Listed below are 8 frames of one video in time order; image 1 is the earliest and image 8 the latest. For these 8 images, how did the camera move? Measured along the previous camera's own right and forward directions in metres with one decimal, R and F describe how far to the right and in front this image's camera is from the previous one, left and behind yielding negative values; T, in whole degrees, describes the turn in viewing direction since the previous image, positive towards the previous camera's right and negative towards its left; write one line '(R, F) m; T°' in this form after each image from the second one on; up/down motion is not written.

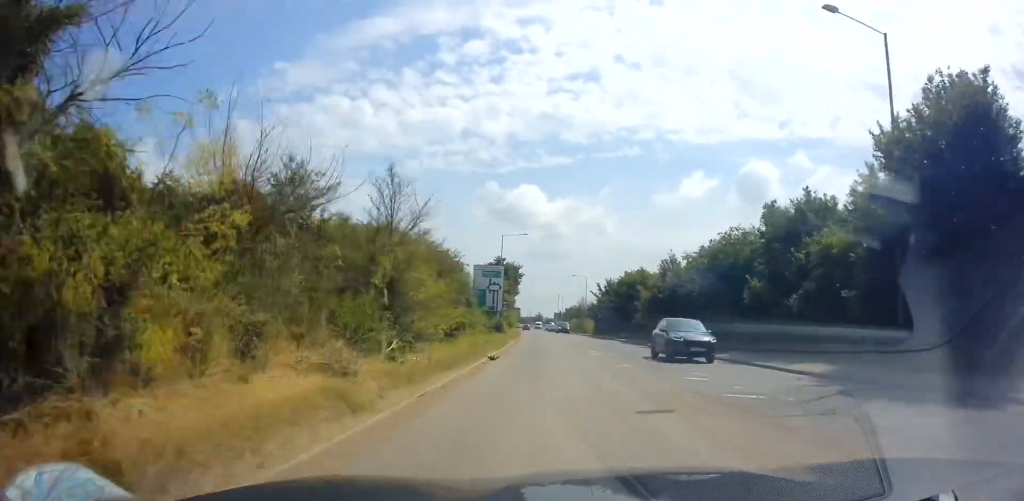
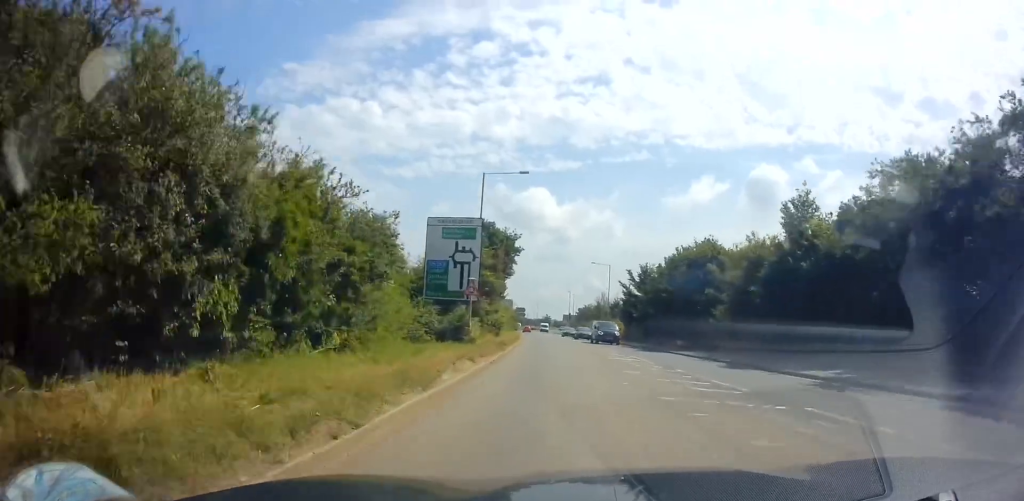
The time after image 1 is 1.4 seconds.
(+0.1, +24.6) m; +1°
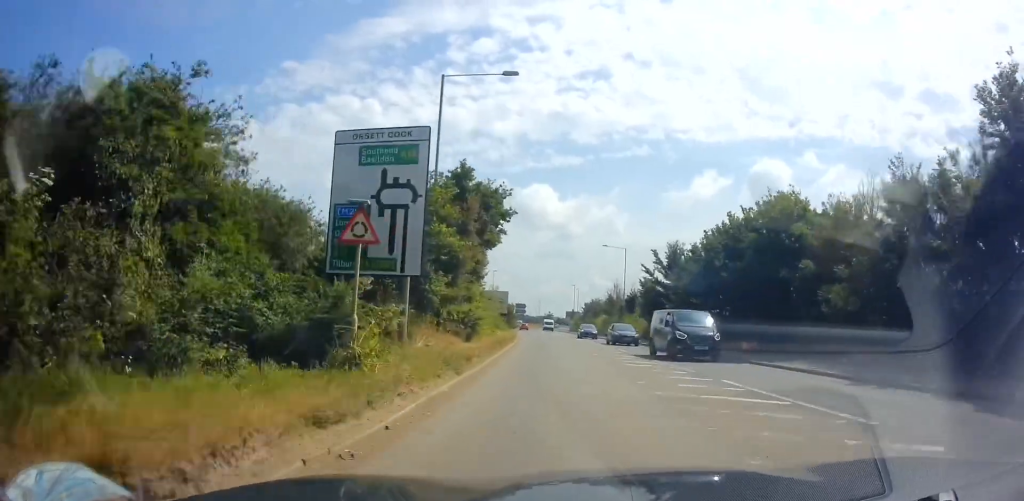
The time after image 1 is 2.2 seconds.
(-0.1, +13.5) m; 0°
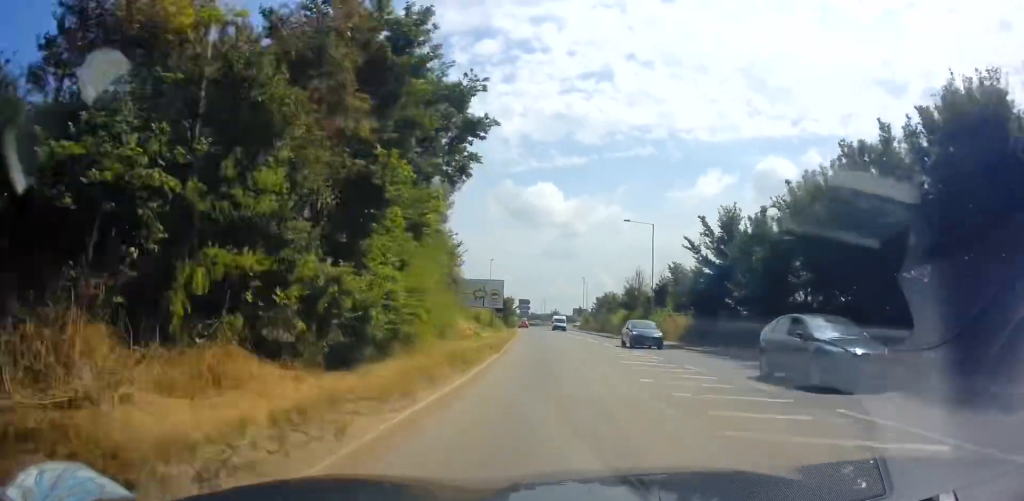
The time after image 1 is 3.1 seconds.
(0.0, +13.9) m; -1°
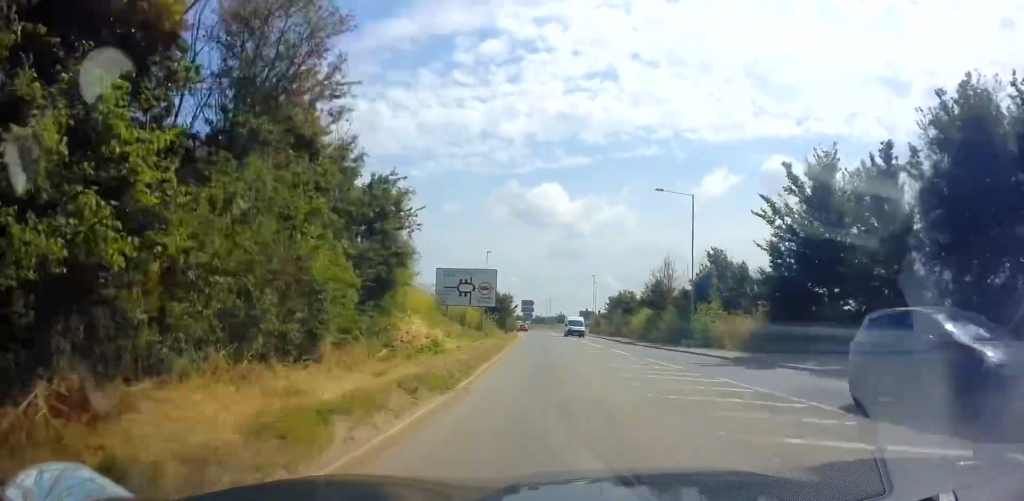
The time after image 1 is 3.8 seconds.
(-0.2, +12.1) m; -1°
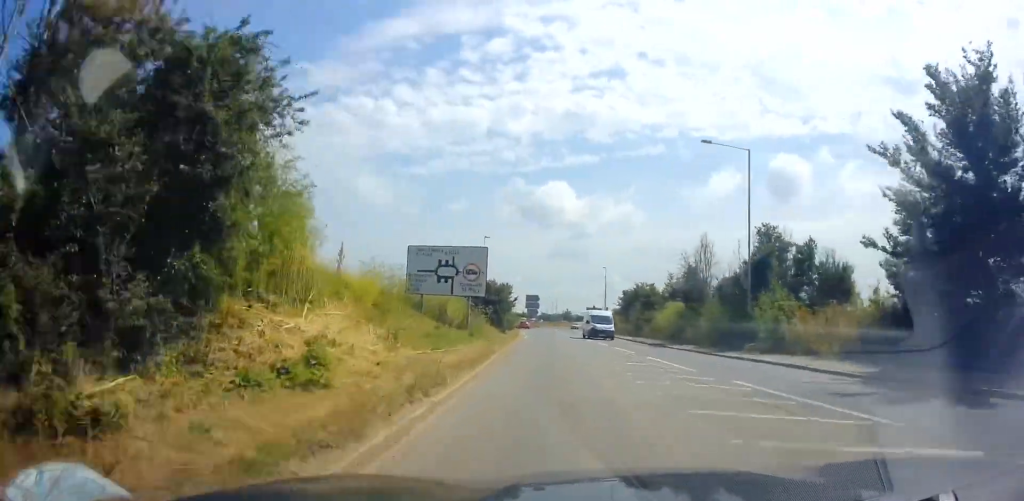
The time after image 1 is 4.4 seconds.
(-0.3, +9.9) m; 0°
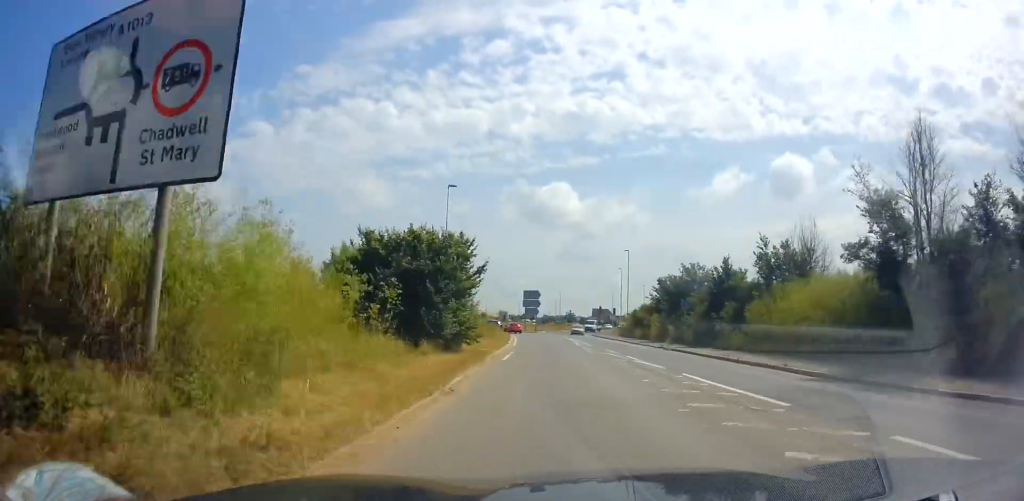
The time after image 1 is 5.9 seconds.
(+0.2, +23.6) m; -1°
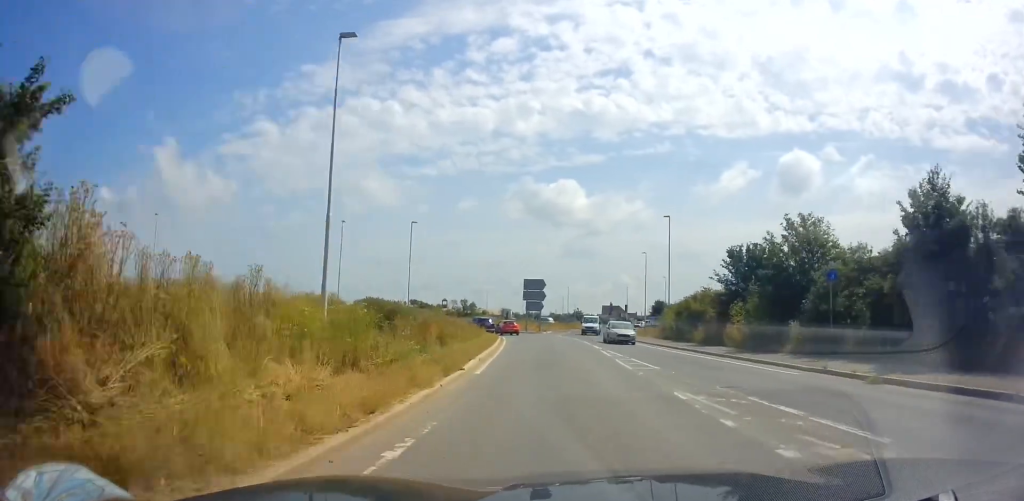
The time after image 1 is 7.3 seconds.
(-0.1, +20.4) m; -1°
